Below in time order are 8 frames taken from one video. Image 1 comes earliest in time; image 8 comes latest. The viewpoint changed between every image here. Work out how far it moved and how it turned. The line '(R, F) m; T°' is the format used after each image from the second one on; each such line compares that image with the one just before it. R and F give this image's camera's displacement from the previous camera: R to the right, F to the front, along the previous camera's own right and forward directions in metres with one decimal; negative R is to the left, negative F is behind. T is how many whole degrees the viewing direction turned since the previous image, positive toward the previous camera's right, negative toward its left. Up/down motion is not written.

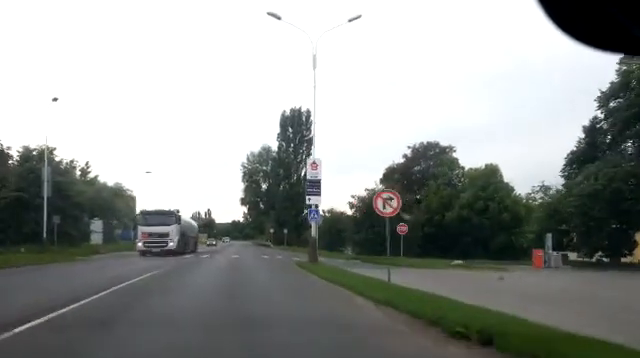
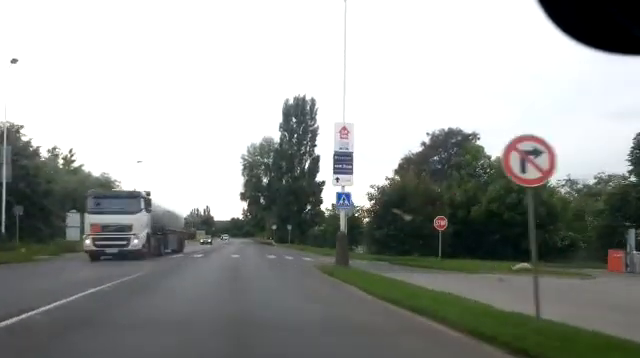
(-0.2, +6.5) m; 0°
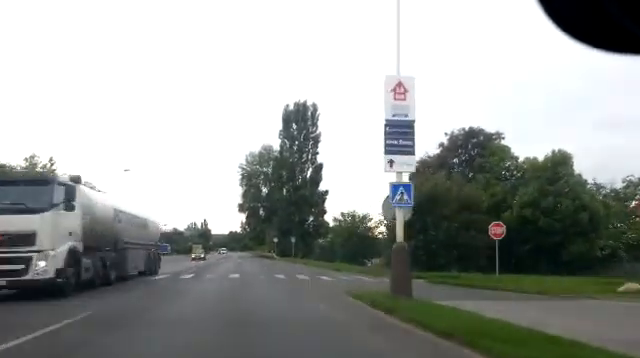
(-0.1, +6.1) m; 0°
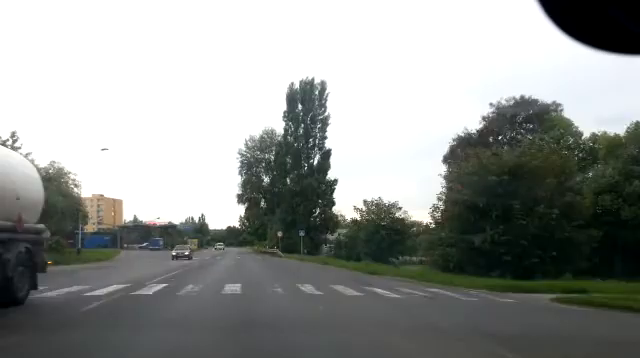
(+0.2, +9.6) m; 0°
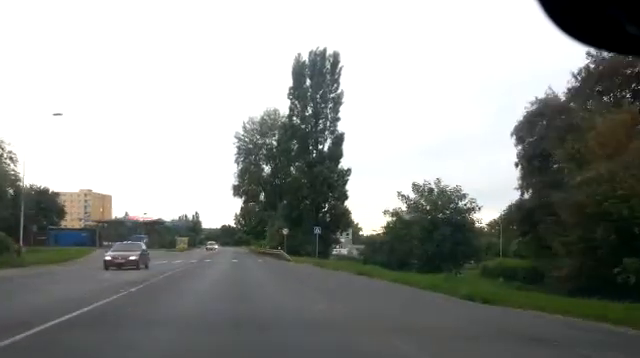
(0.0, +12.6) m; 0°
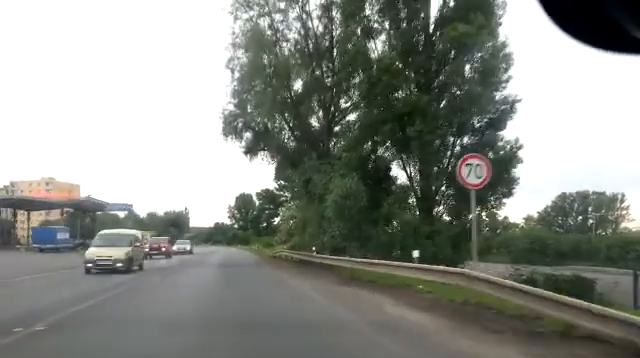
(+0.4, +42.4) m; +2°
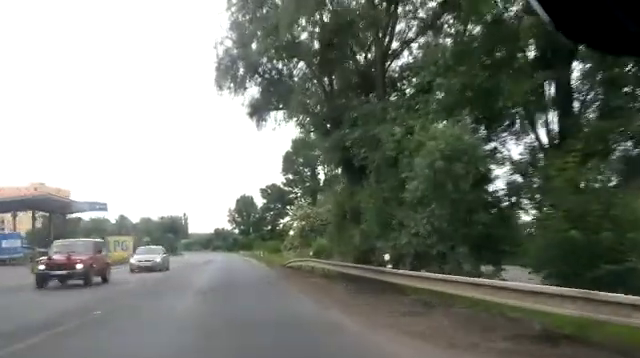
(+0.1, +11.7) m; 0°
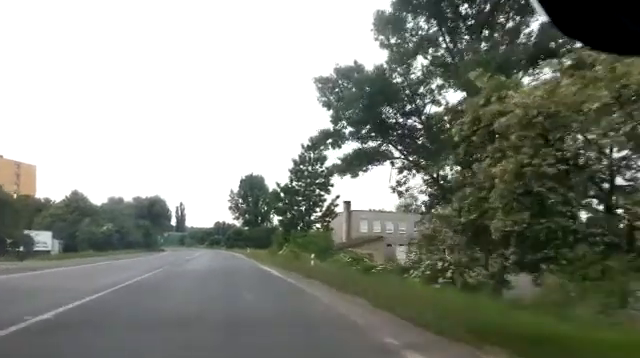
(-0.8, +39.8) m; -1°
